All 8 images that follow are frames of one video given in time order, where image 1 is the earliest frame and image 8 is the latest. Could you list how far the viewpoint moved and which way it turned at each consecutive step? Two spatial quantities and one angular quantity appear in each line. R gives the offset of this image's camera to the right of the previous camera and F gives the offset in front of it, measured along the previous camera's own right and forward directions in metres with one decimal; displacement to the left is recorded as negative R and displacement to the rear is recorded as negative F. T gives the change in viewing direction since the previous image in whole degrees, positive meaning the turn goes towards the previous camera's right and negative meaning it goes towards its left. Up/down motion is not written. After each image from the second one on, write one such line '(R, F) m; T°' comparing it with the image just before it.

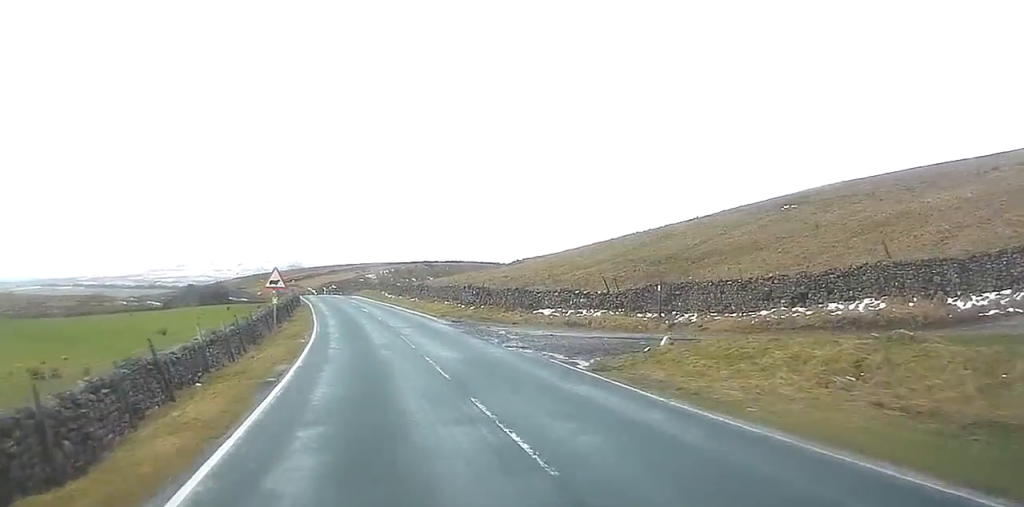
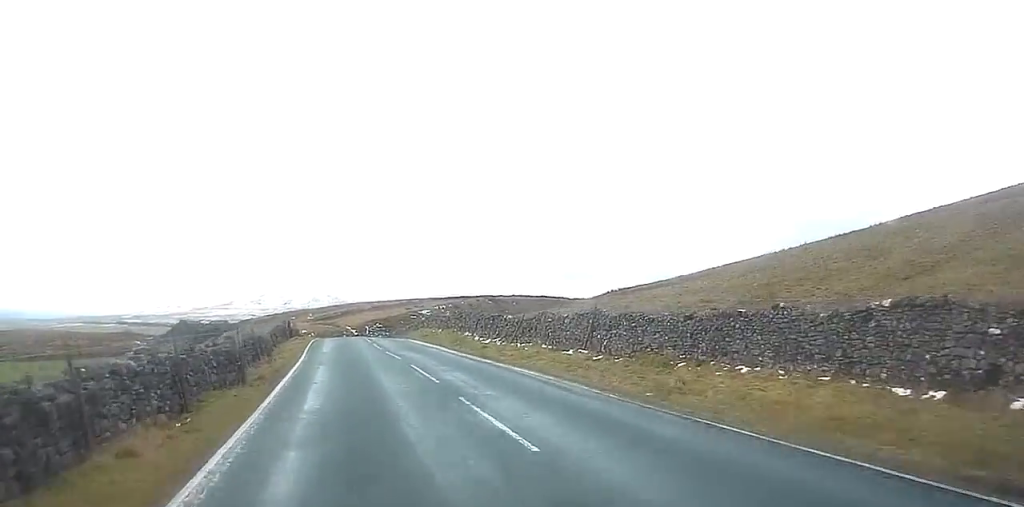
(-0.7, +43.2) m; -3°
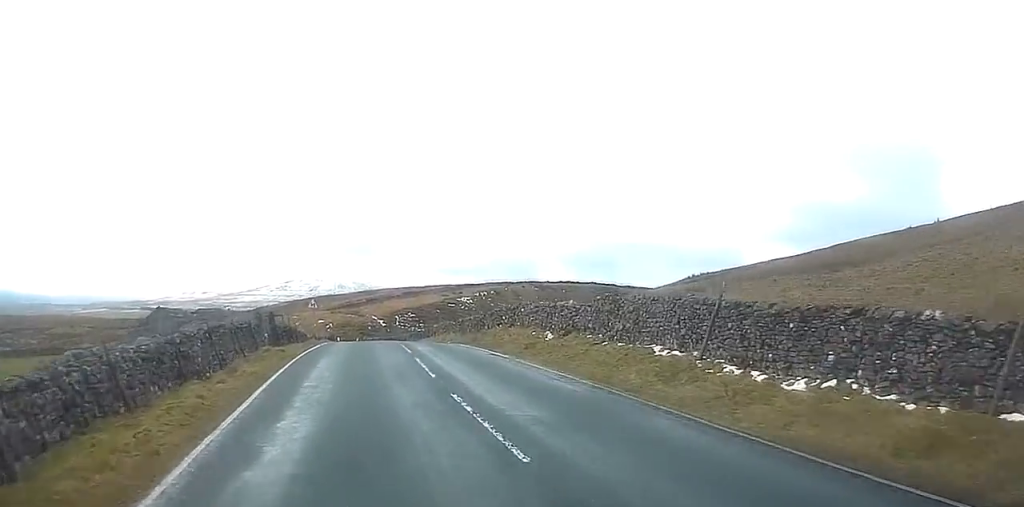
(-0.8, +27.9) m; -3°
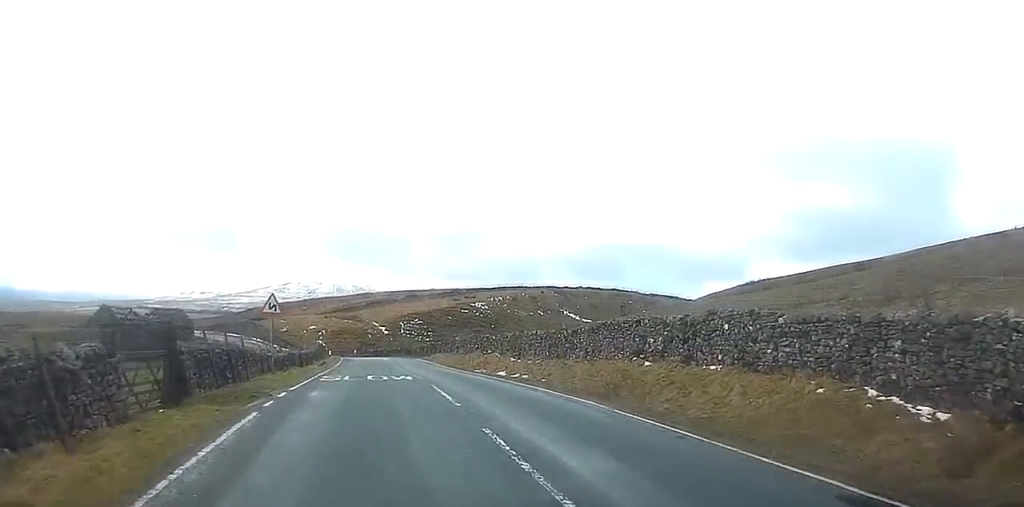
(-0.3, +20.7) m; 0°
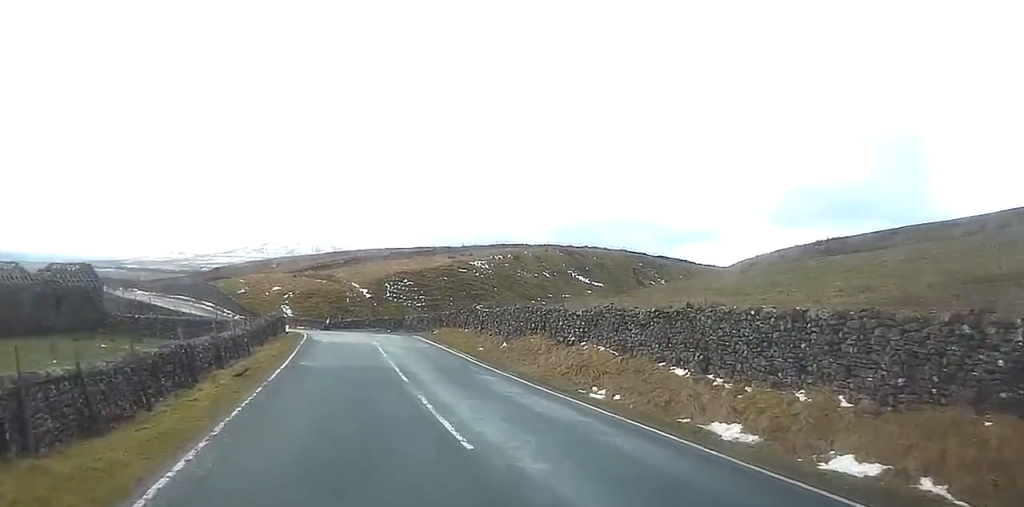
(+0.3, +21.9) m; +2°
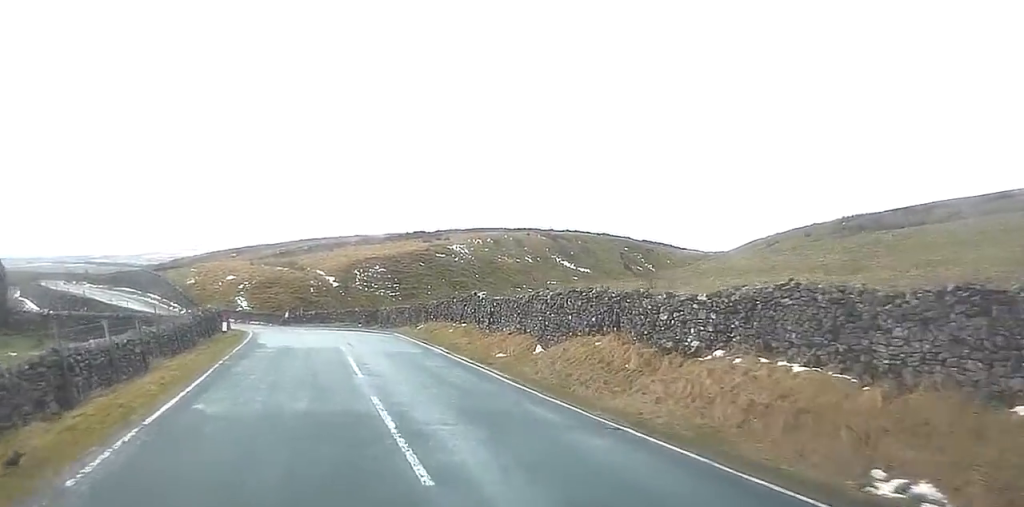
(0.0, +11.3) m; +1°
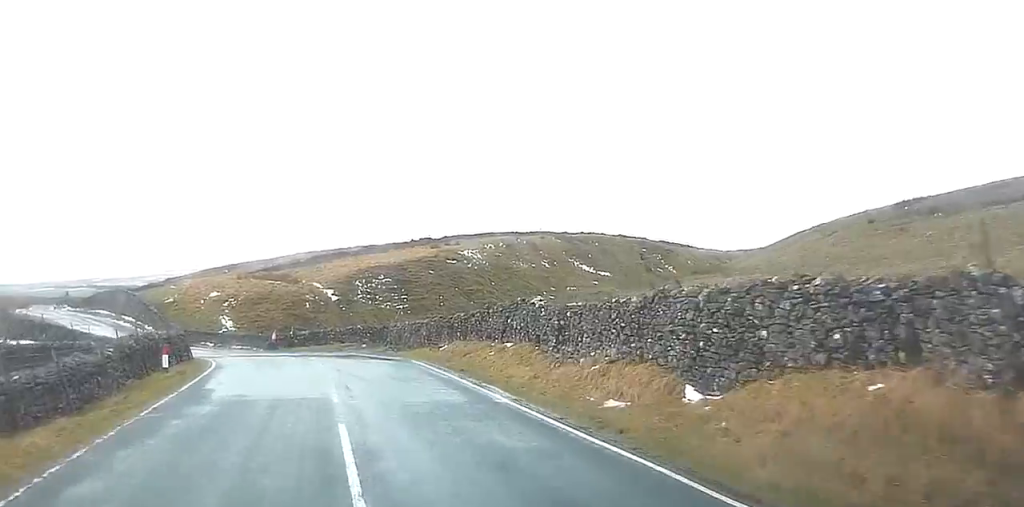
(+0.3, +10.3) m; -1°
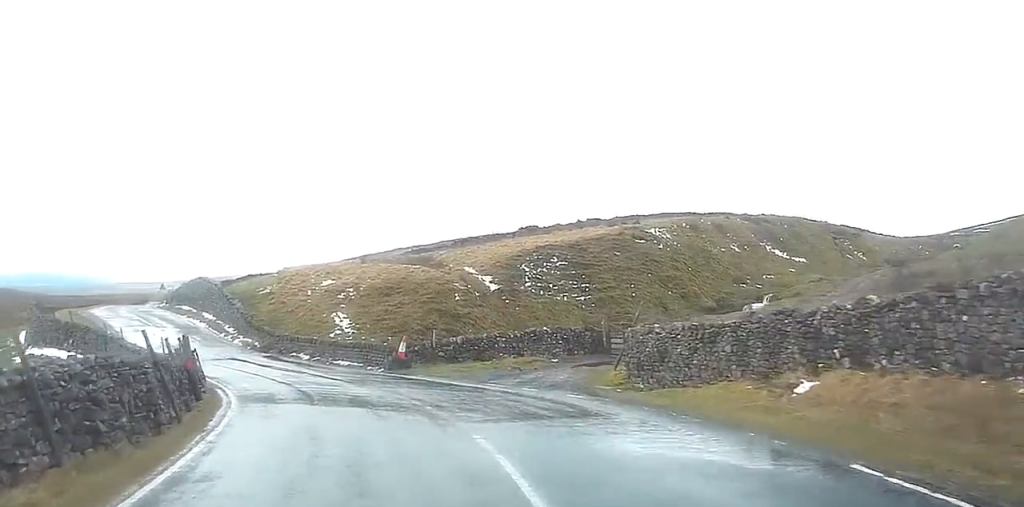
(-0.6, +19.5) m; -7°
